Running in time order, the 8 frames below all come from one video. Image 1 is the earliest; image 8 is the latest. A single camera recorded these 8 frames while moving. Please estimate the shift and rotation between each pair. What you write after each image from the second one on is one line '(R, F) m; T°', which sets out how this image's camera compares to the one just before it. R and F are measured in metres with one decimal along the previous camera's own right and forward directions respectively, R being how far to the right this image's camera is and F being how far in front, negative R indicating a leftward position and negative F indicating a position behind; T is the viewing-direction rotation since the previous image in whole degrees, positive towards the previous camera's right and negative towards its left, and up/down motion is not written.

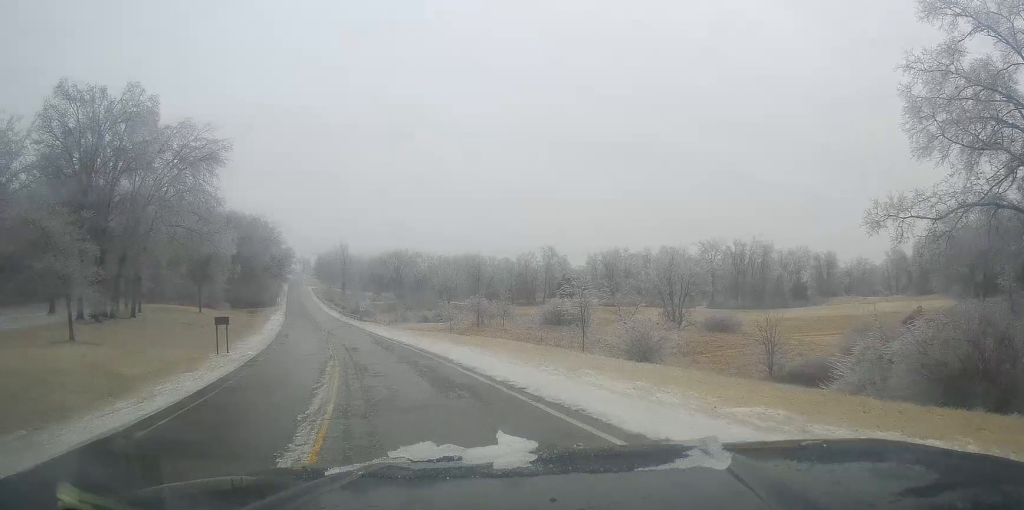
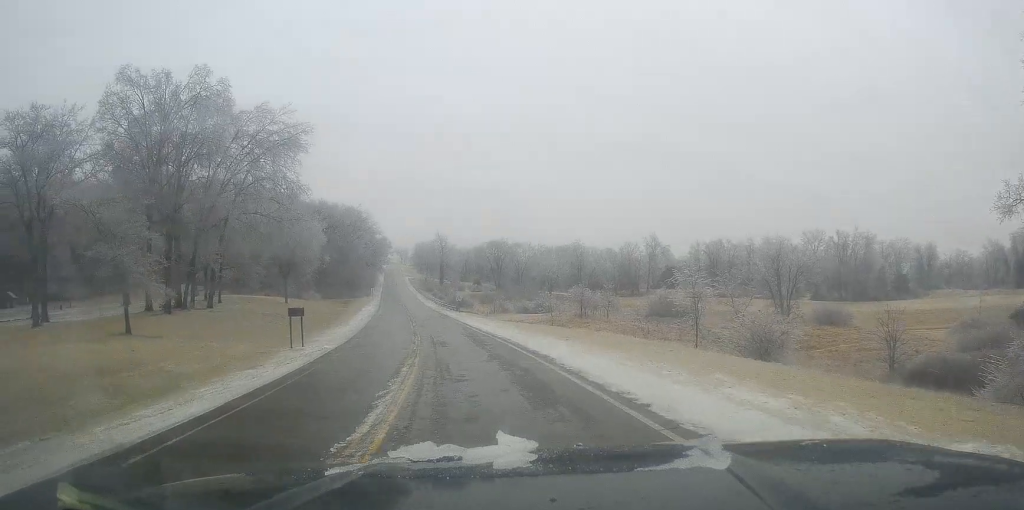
(-0.5, +3.3) m; -9°
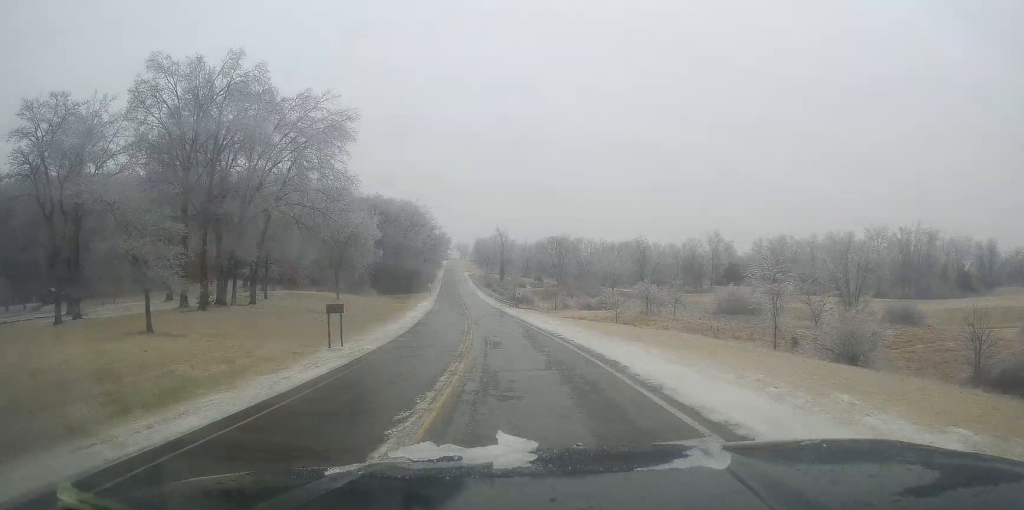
(-0.2, +3.2) m; -6°
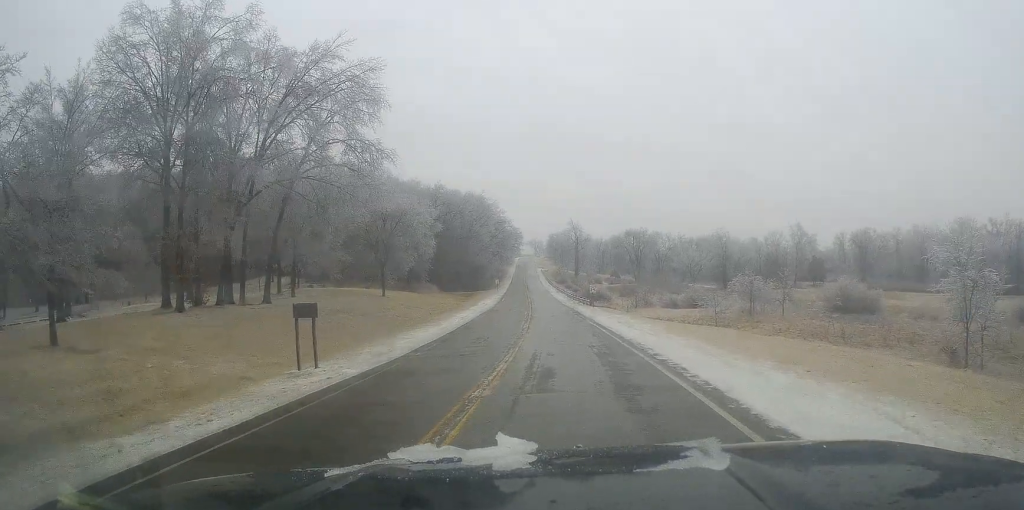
(-0.3, +12.1) m; 0°
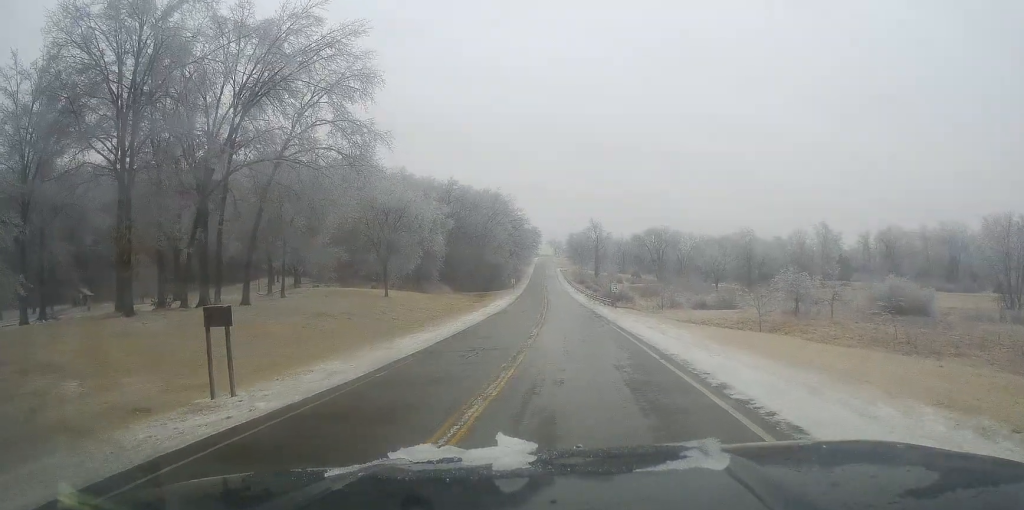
(+0.1, +6.9) m; -2°
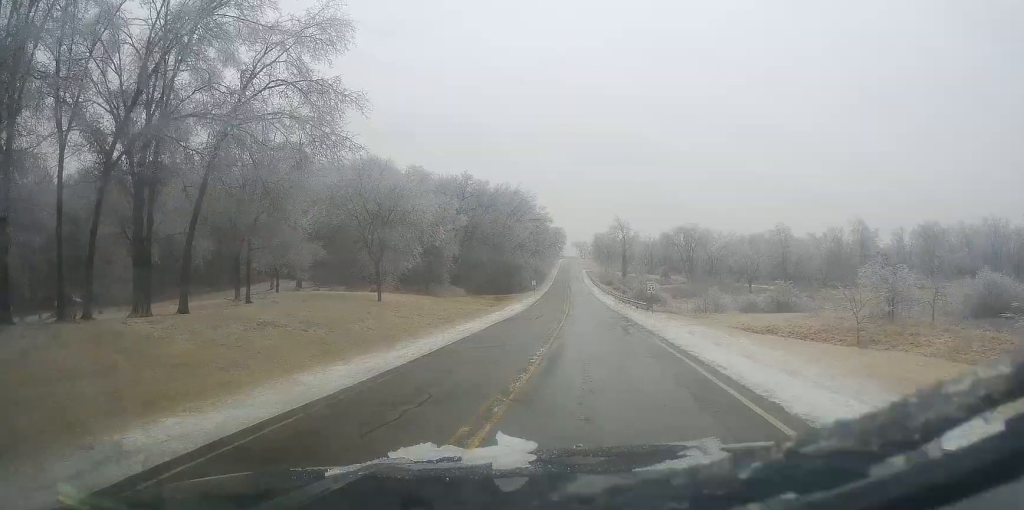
(-0.5, +11.4) m; -2°
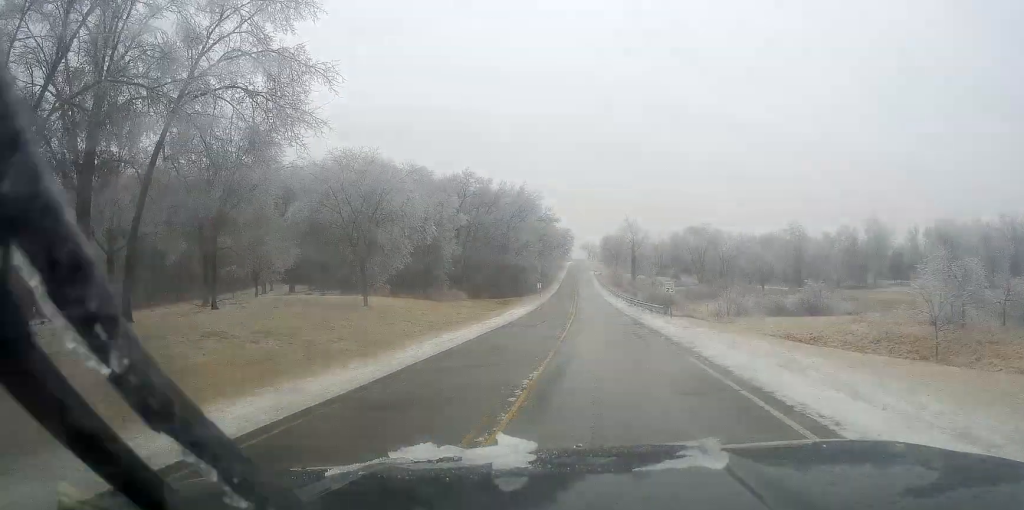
(+0.2, +6.3) m; -2°
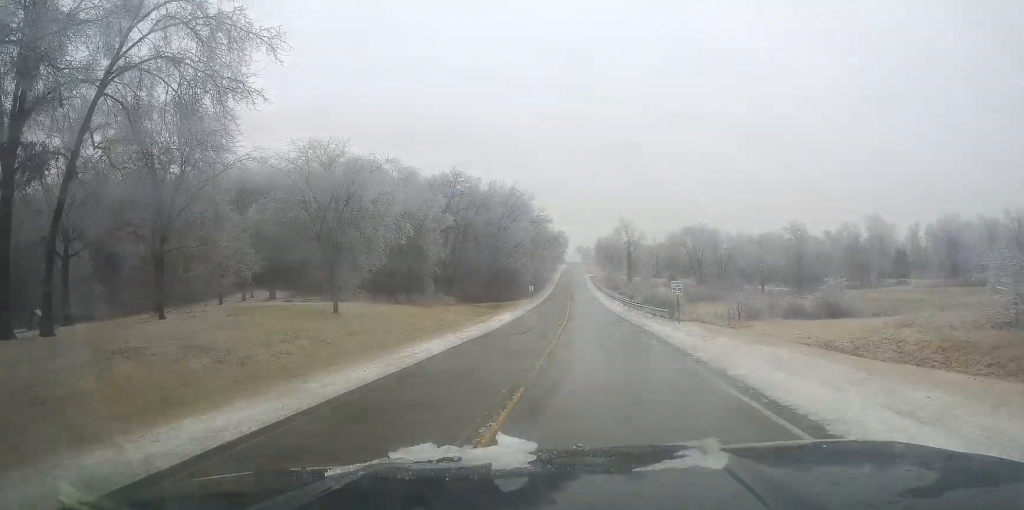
(-0.2, +5.8) m; -1°
